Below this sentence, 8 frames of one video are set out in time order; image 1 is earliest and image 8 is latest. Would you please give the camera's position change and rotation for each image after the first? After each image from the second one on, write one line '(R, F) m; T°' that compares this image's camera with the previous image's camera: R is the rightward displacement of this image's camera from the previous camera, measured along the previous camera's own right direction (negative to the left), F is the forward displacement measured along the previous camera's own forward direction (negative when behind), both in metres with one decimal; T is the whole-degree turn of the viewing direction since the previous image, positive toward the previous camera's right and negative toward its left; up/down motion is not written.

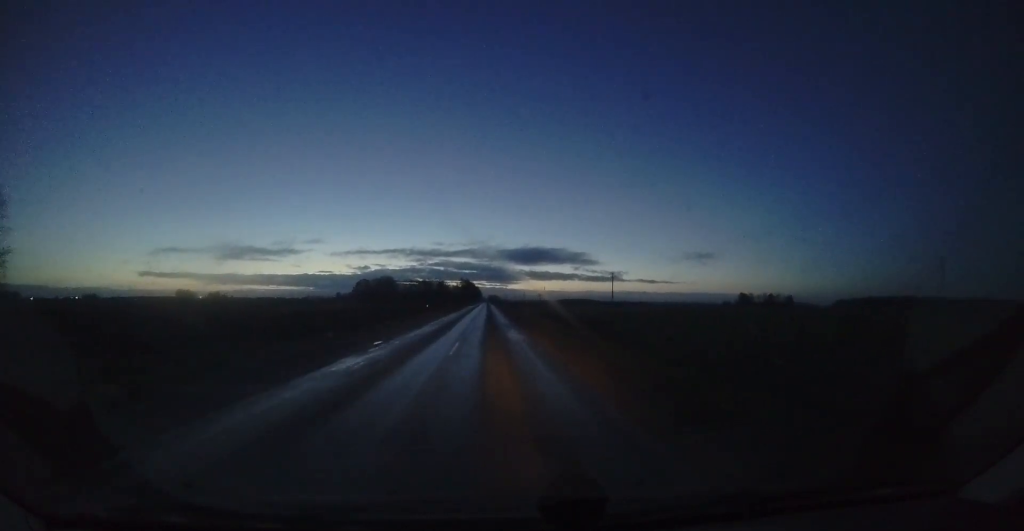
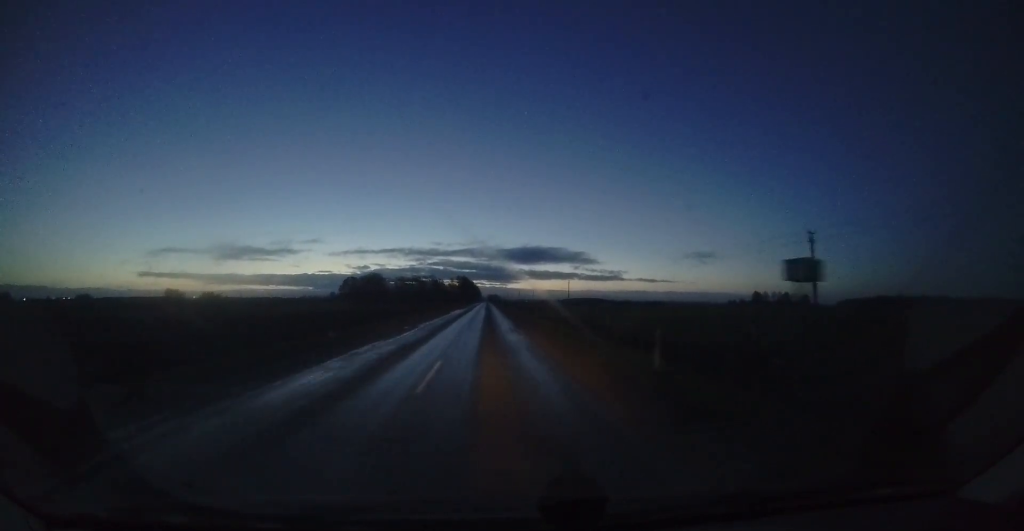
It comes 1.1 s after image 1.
(+0.3, +28.0) m; +1°
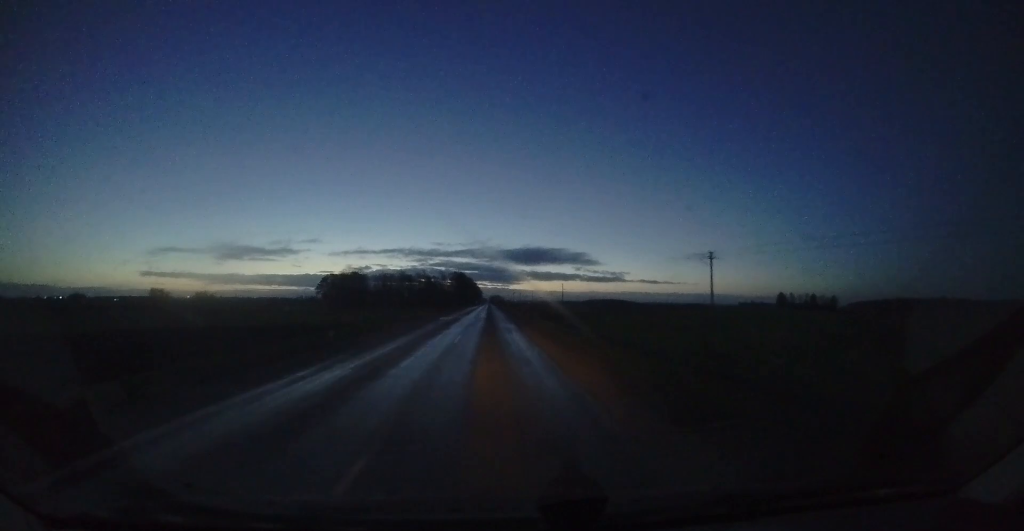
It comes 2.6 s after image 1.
(+0.7, +41.2) m; -1°
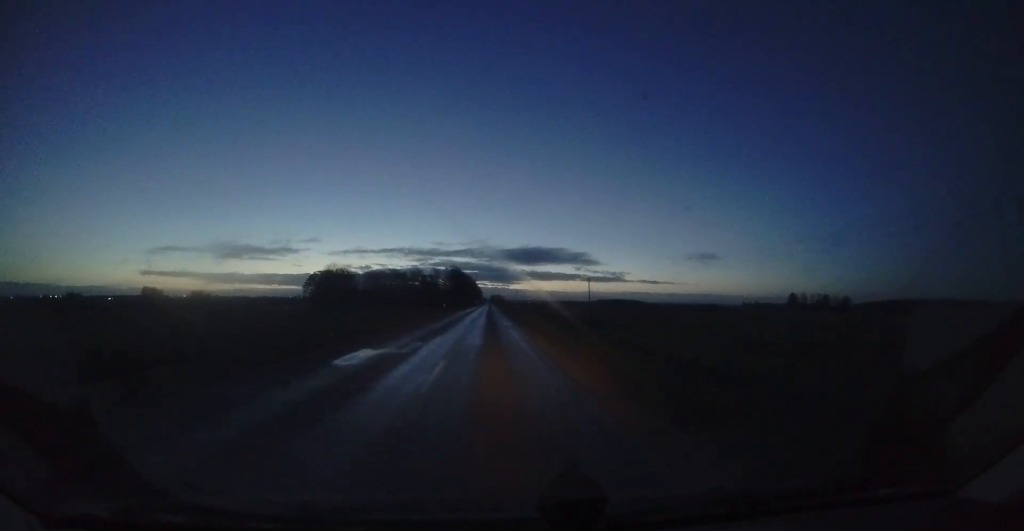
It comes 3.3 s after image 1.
(-0.5, +18.4) m; 0°
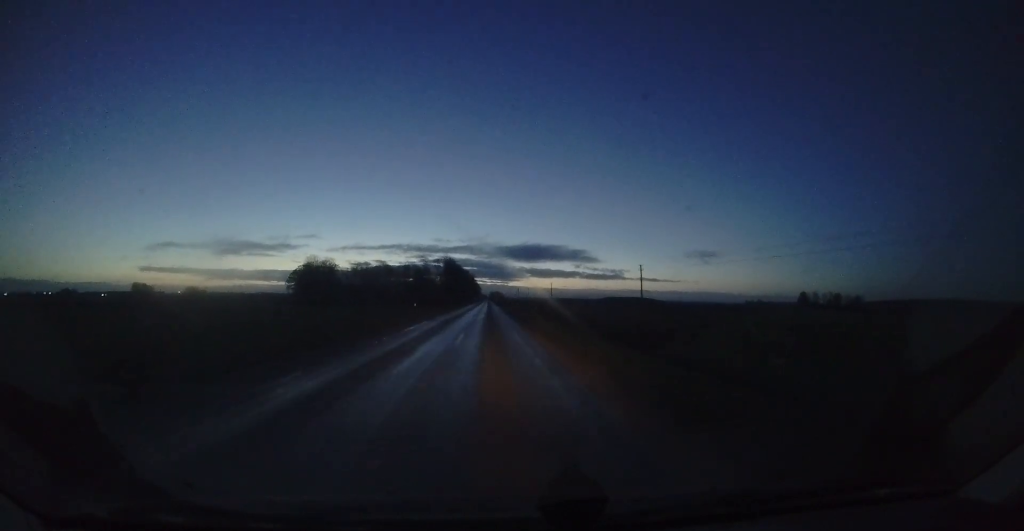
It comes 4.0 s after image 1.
(0.0, +18.4) m; +1°
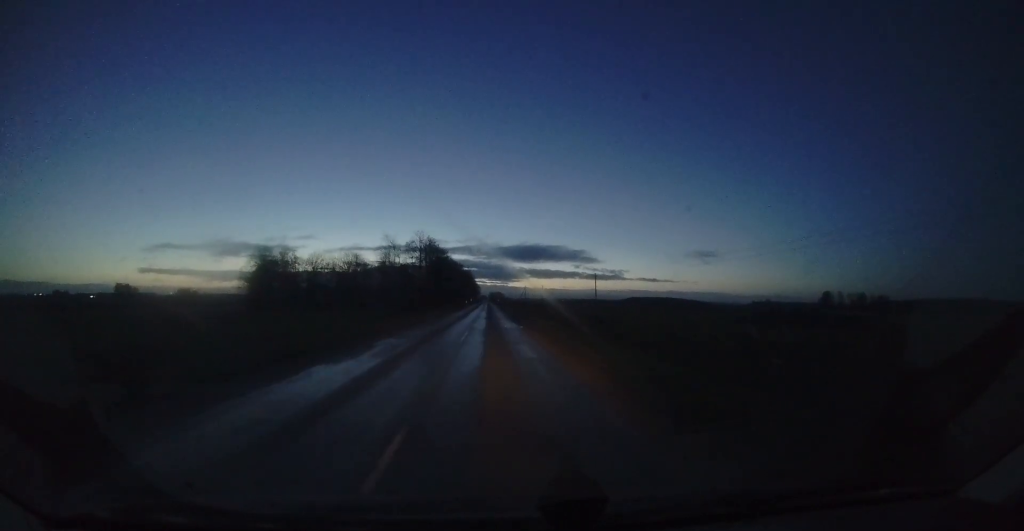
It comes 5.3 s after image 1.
(+0.7, +34.2) m; 0°
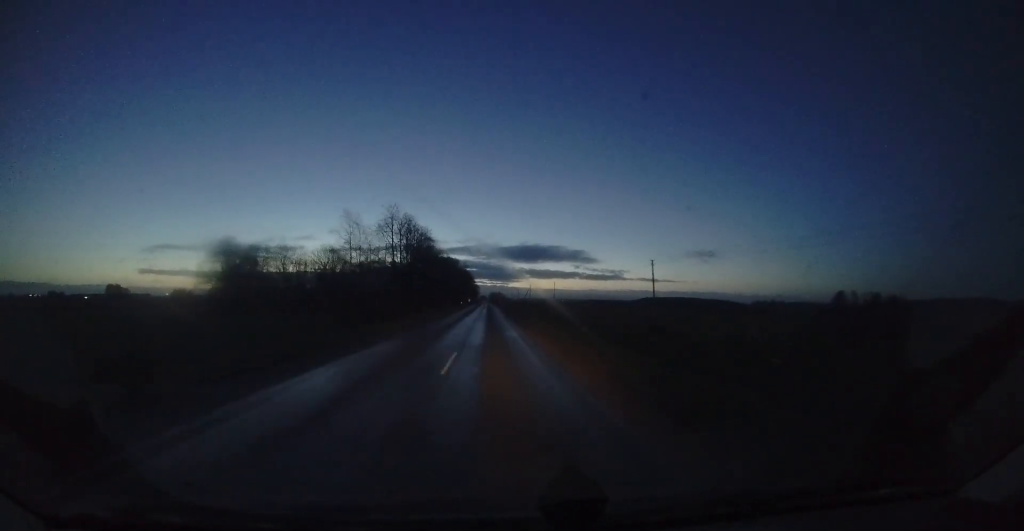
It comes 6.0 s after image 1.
(-0.2, +17.5) m; -1°
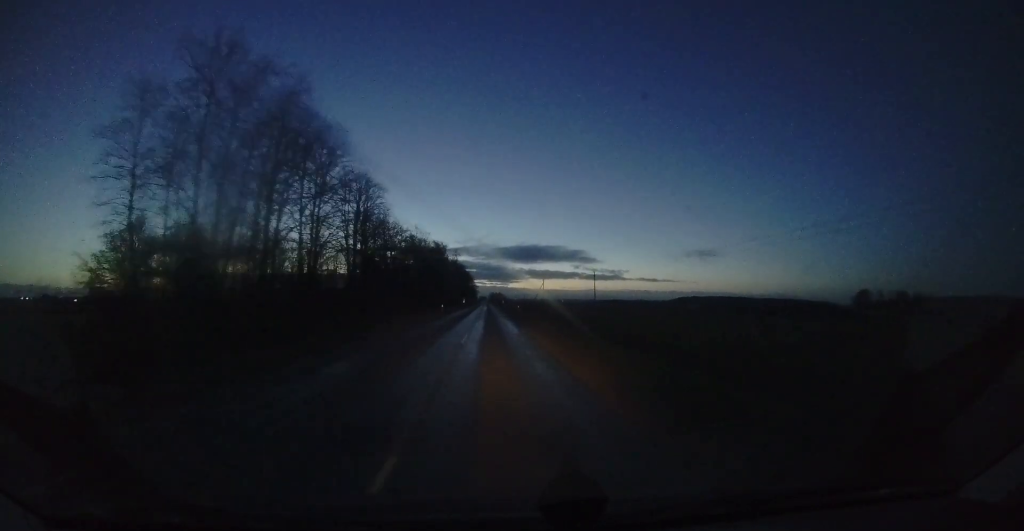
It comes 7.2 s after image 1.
(-0.5, +30.6) m; -1°
